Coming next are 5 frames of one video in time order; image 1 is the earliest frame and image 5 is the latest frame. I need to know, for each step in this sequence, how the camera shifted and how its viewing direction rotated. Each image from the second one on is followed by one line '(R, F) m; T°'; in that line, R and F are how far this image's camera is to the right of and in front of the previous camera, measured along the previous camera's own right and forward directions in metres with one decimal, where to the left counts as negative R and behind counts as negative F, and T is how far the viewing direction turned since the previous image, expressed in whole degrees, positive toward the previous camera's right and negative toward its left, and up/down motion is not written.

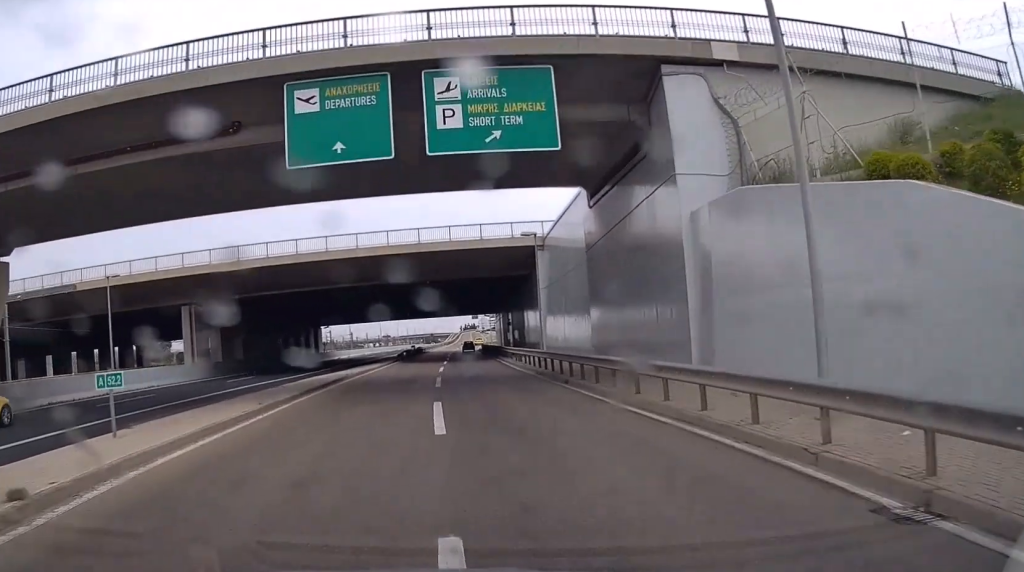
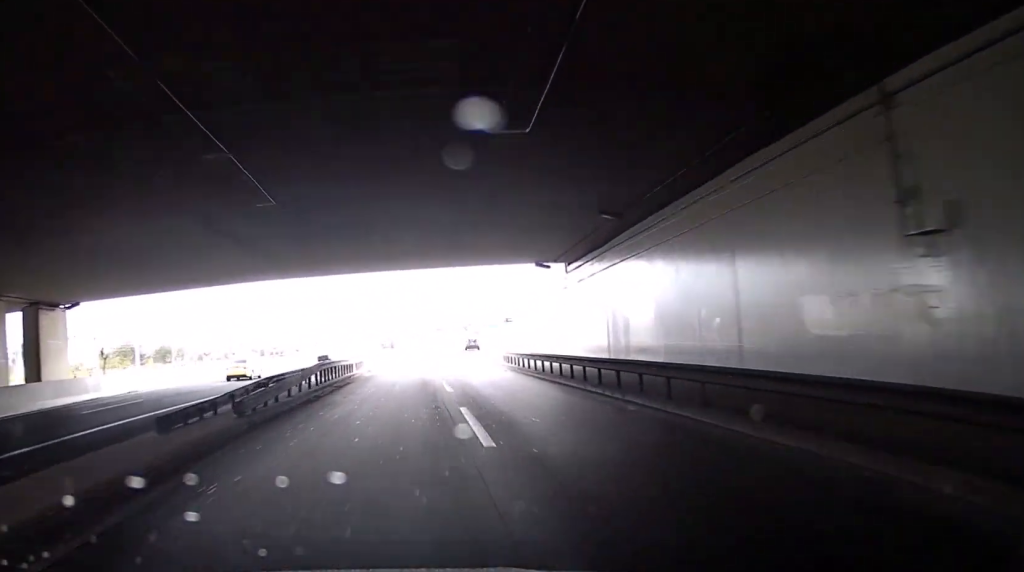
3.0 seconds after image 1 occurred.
(-1.3, +73.1) m; -1°
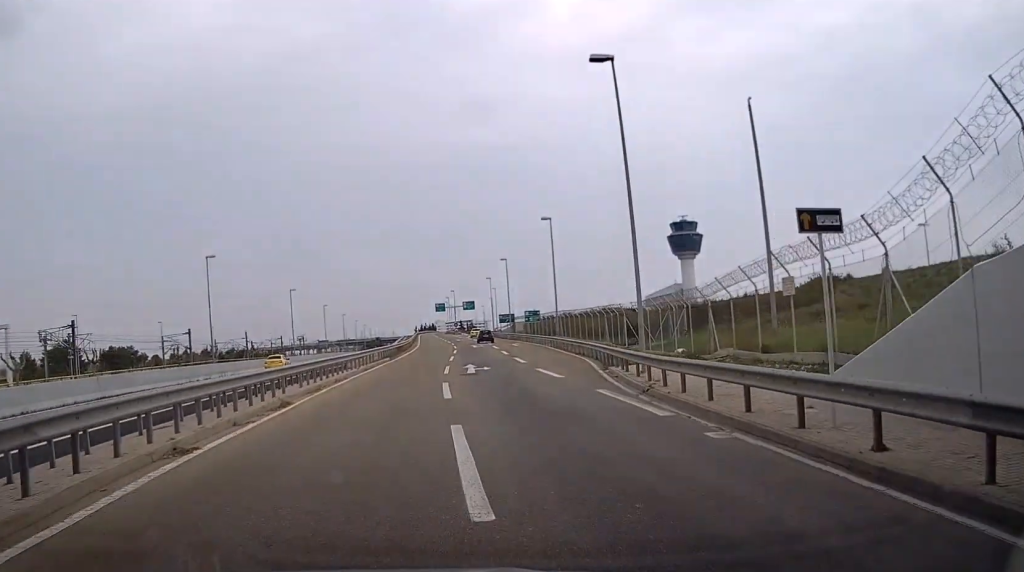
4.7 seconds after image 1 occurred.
(+1.1, +39.1) m; +4°
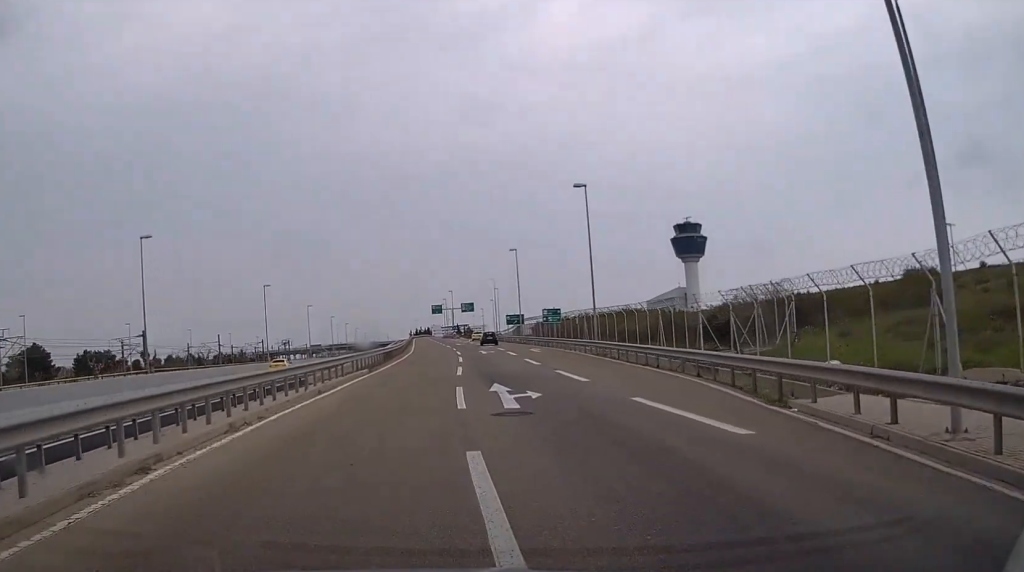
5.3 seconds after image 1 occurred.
(+0.4, +14.6) m; +2°
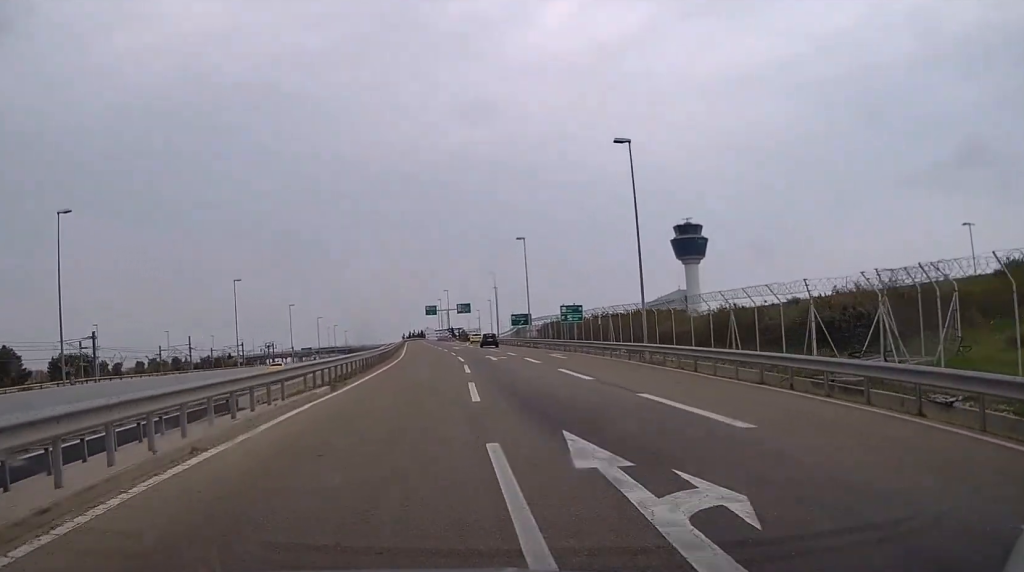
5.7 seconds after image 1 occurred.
(+0.1, +11.6) m; 0°
